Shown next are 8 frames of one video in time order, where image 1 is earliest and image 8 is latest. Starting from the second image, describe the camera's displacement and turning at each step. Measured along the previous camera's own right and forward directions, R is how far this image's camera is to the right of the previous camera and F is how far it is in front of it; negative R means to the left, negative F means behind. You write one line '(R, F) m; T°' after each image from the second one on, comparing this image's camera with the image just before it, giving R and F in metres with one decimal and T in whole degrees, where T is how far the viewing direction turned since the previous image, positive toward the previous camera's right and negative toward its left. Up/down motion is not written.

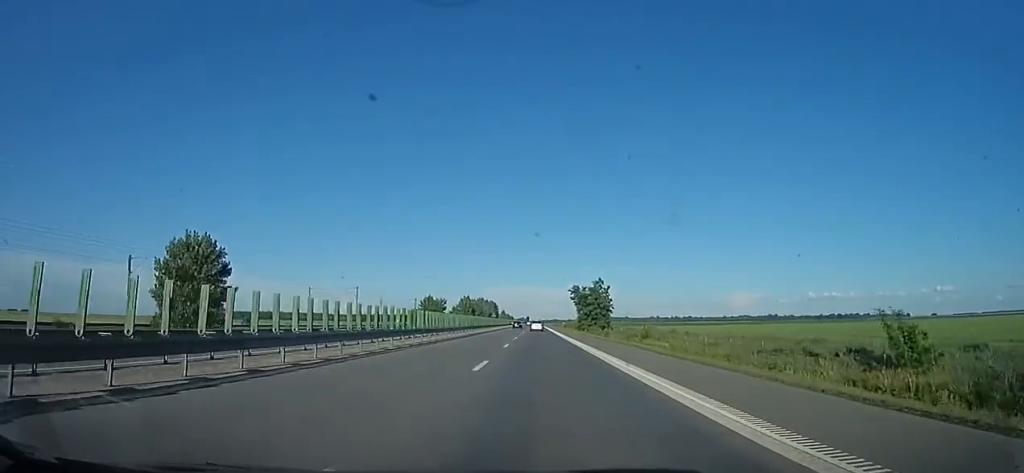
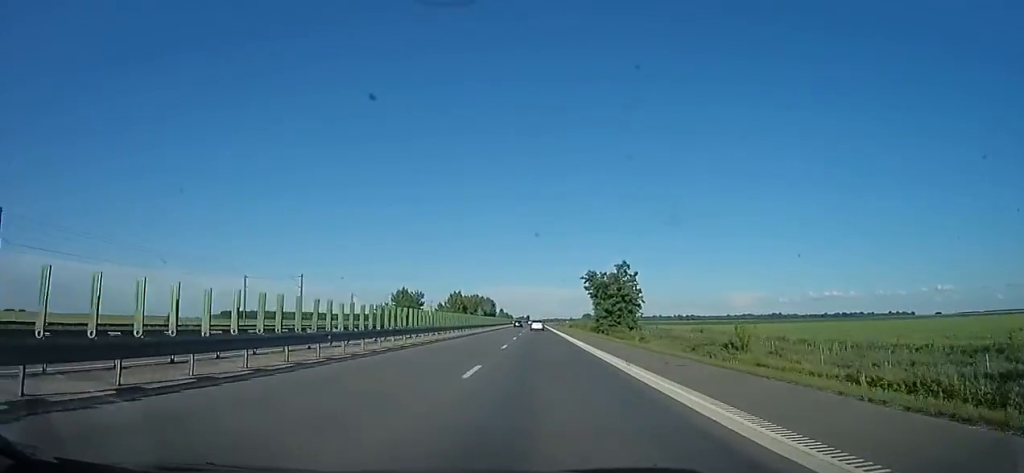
(0.0, +25.7) m; 0°
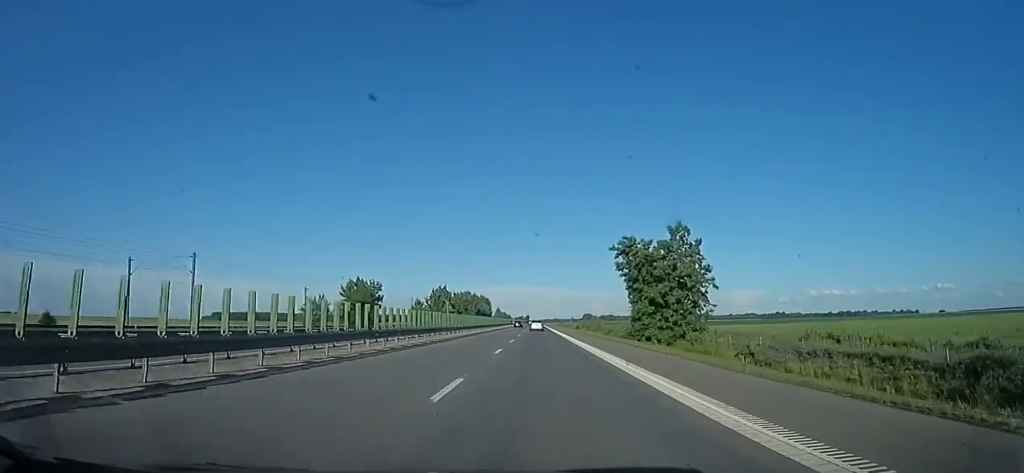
(0.0, +27.3) m; 0°
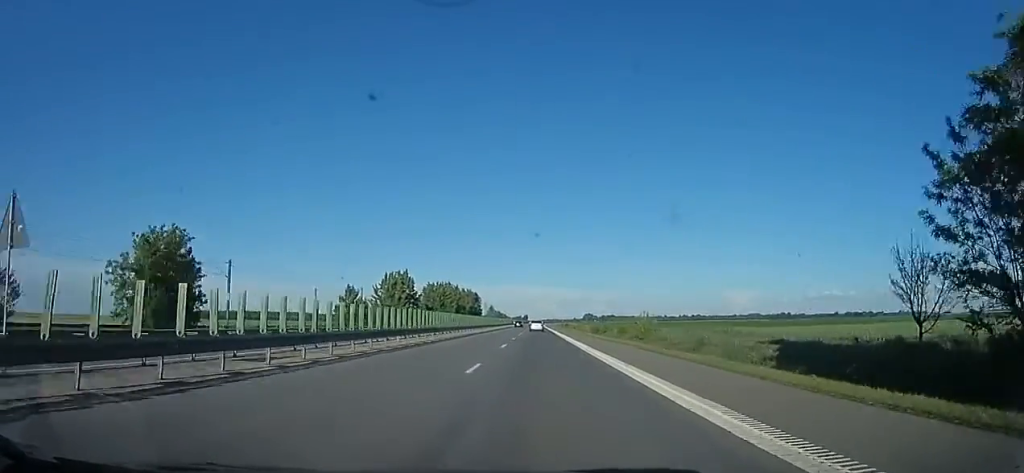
(0.0, +43.4) m; 0°
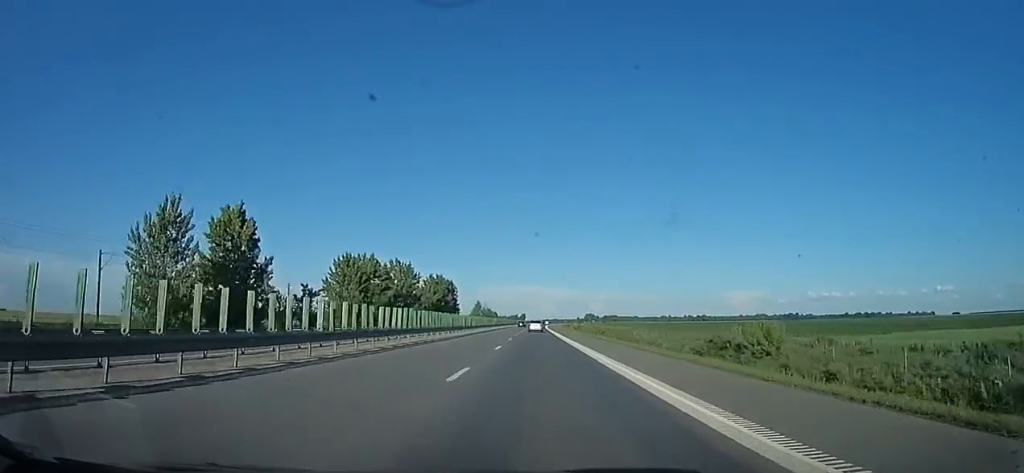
(0.0, +61.2) m; 0°
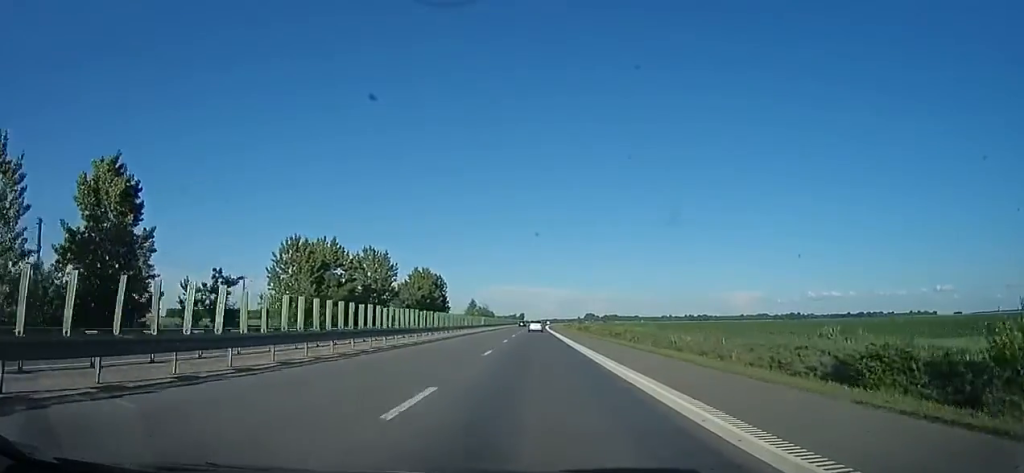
(0.0, +16.1) m; 0°
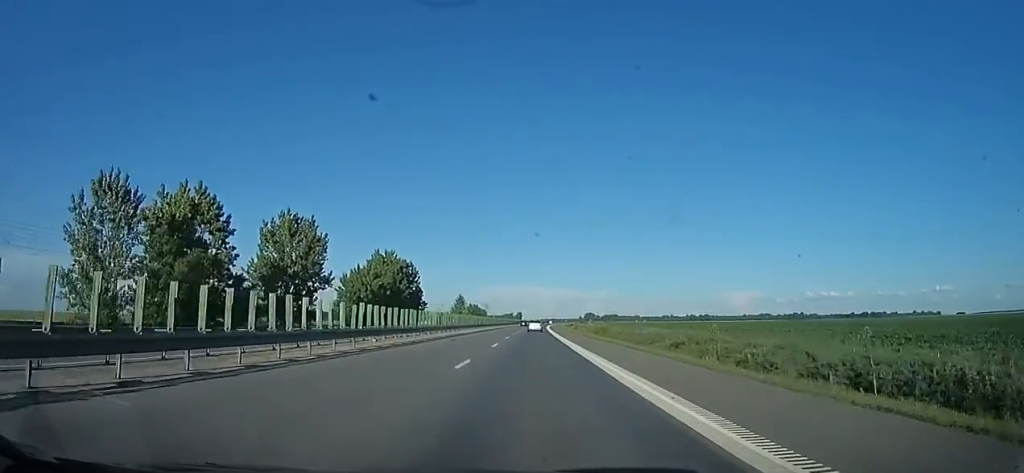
(-0.1, +29.3) m; 0°
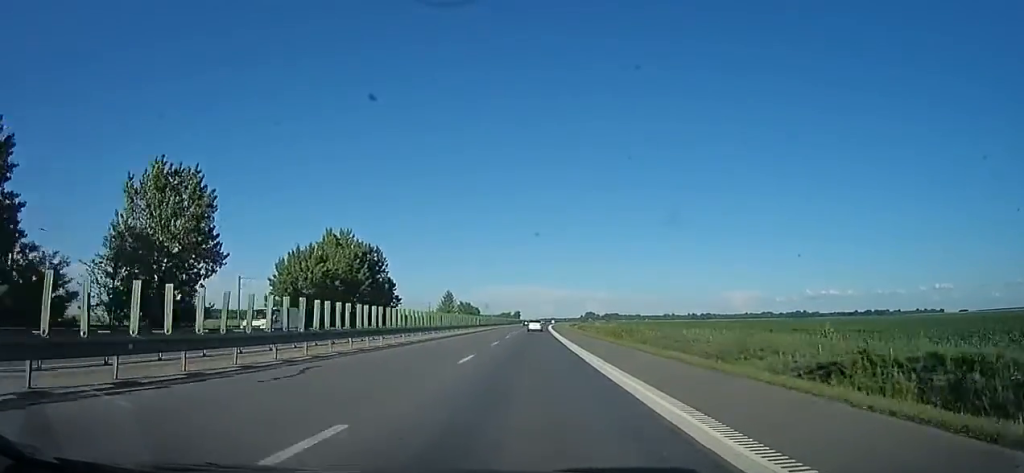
(0.0, +21.8) m; 0°
